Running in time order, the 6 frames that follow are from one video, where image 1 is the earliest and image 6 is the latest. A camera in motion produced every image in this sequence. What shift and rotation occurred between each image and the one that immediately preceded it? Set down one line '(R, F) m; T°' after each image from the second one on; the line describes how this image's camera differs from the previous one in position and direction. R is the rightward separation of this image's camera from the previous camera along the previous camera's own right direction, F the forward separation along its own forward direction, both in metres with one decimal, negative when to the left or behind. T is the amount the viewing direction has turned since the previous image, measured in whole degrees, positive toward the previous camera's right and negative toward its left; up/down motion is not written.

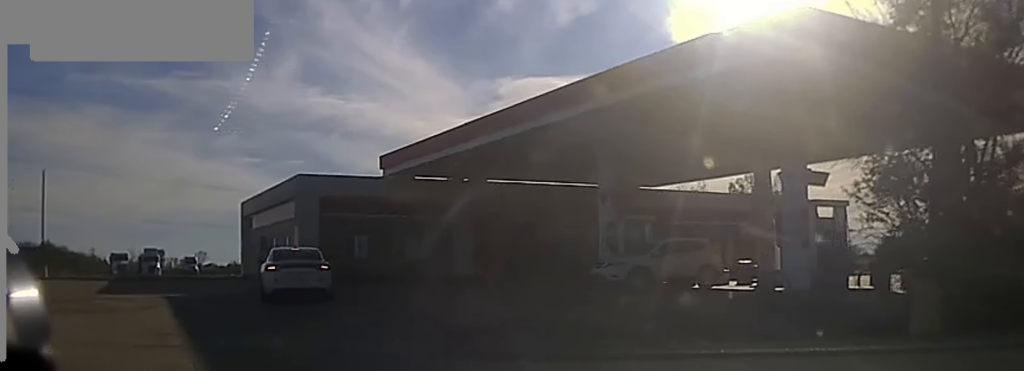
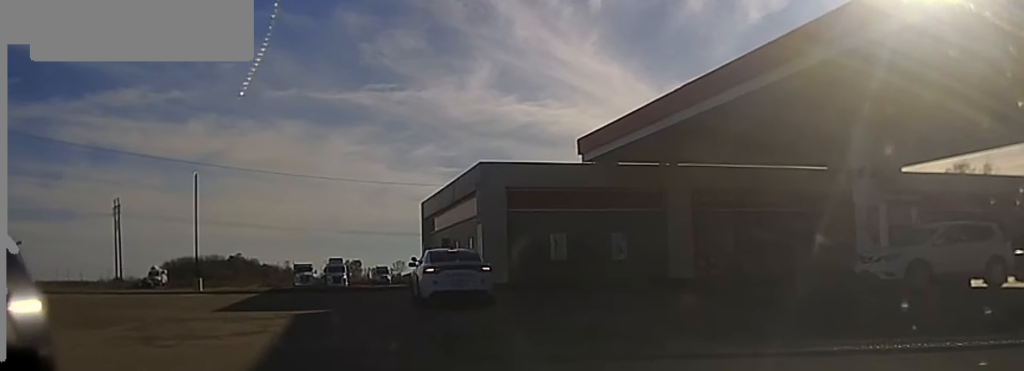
(-0.9, +6.0) m; -14°
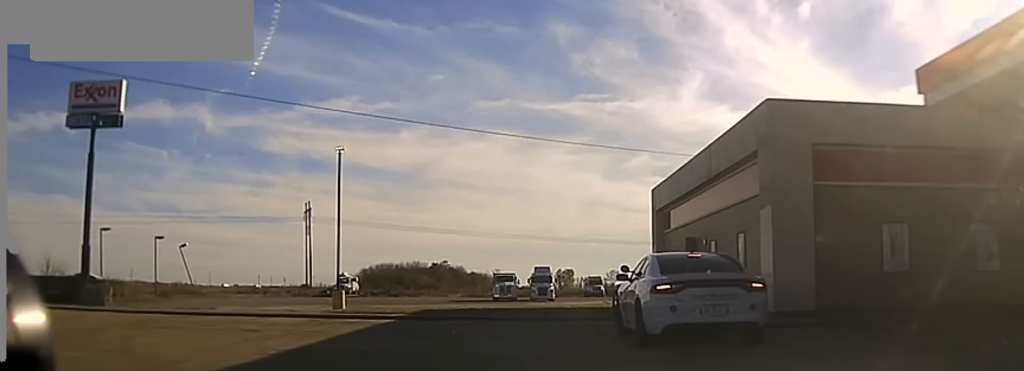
(-3.1, +14.5) m; -17°
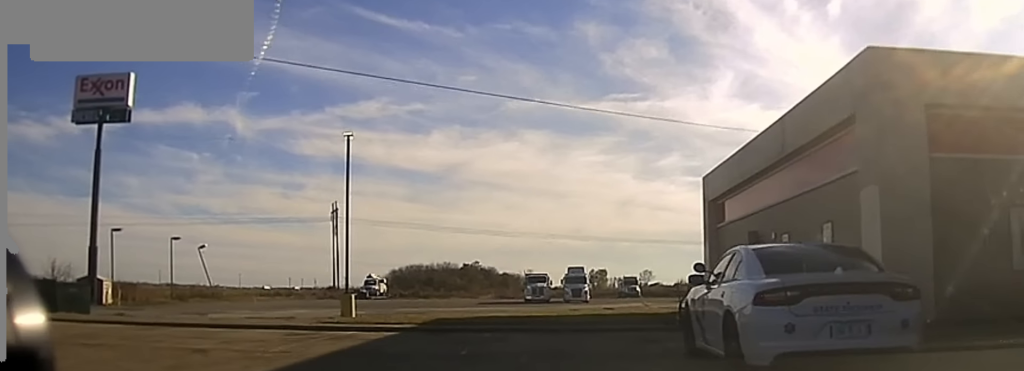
(0.0, +5.5) m; 0°
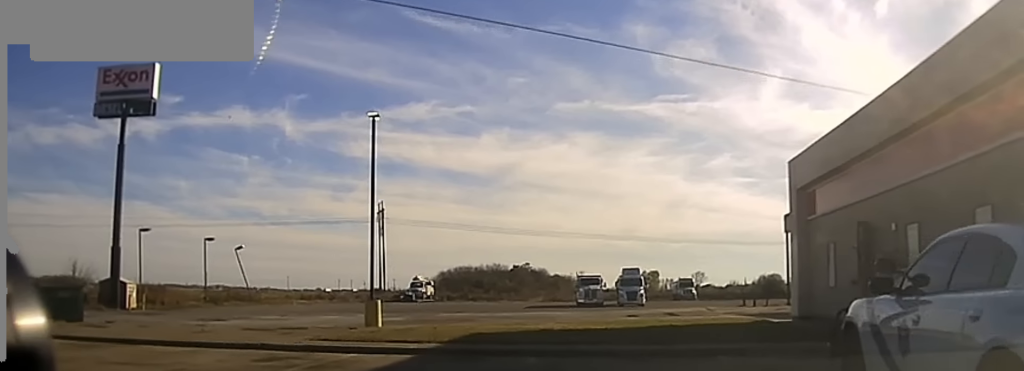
(0.0, +5.6) m; 0°
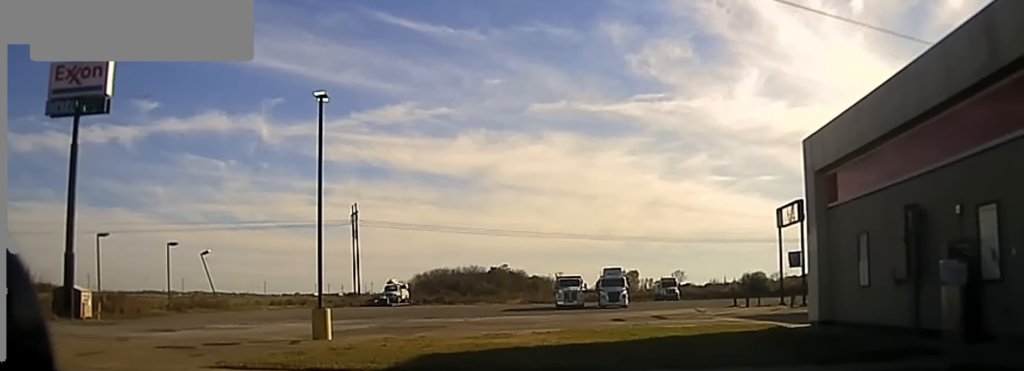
(0.0, +3.8) m; 0°
